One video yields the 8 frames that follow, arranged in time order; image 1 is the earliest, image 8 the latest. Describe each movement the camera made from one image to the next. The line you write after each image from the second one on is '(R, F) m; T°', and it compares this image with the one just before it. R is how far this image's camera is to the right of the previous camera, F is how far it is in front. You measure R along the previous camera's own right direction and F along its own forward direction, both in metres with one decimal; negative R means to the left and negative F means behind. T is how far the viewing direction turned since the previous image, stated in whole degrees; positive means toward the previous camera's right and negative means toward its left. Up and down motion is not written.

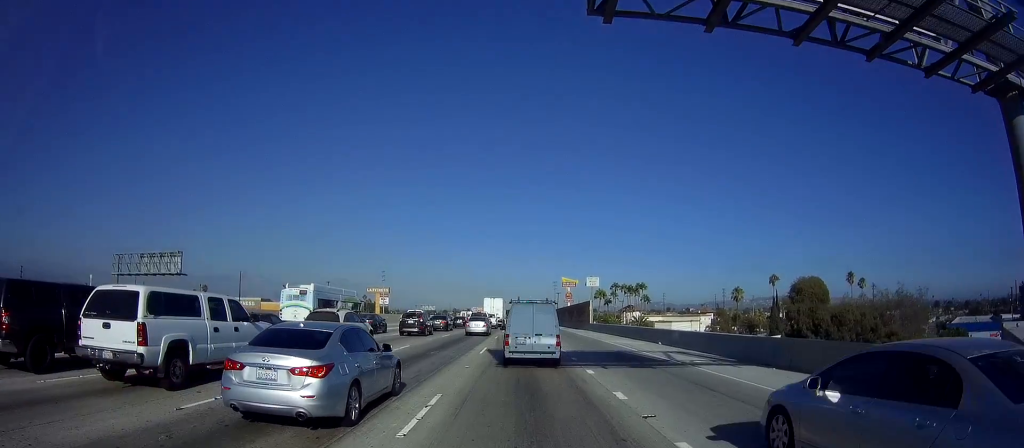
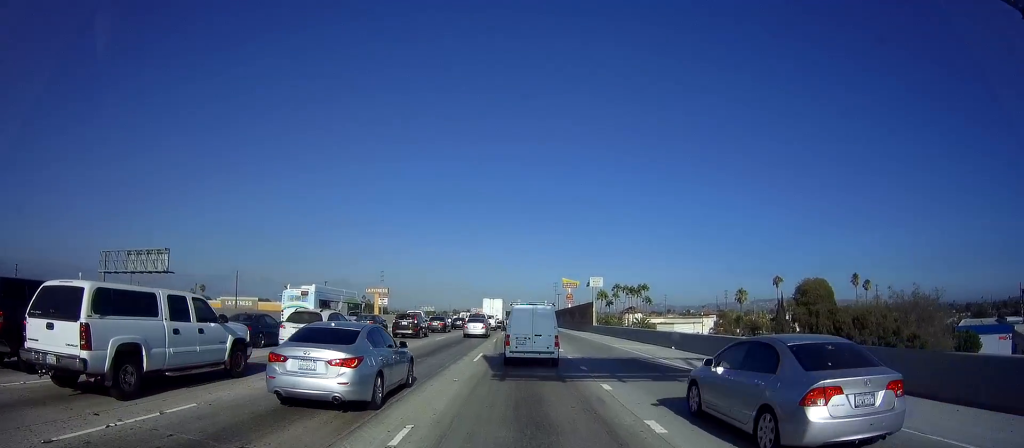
(0.0, +3.0) m; +1°
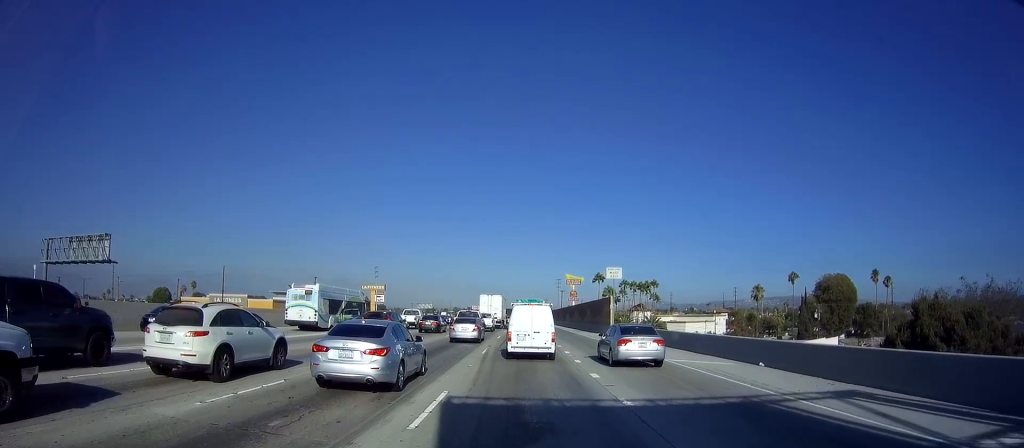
(-0.1, +11.7) m; 0°
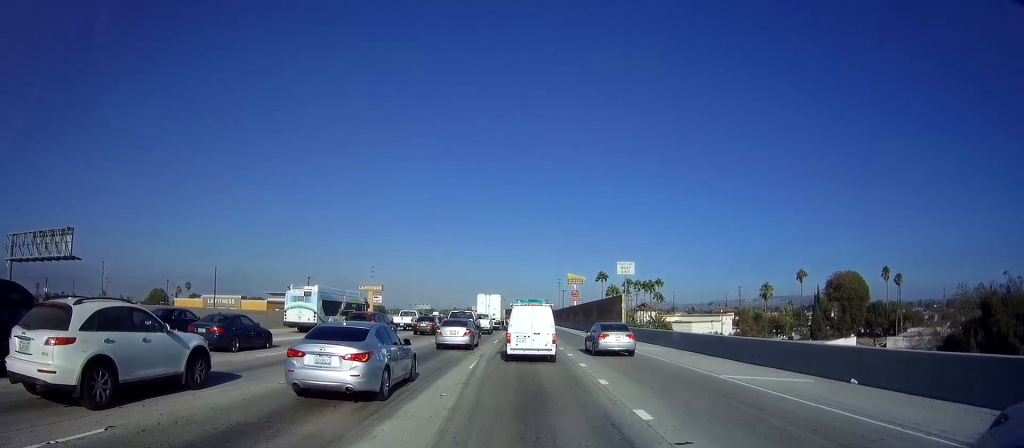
(+0.1, +5.6) m; 0°
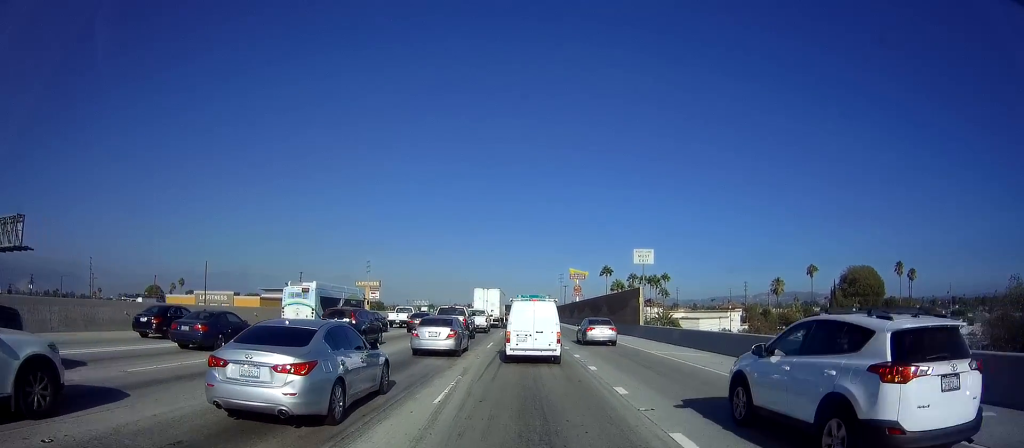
(-0.1, +5.8) m; 0°
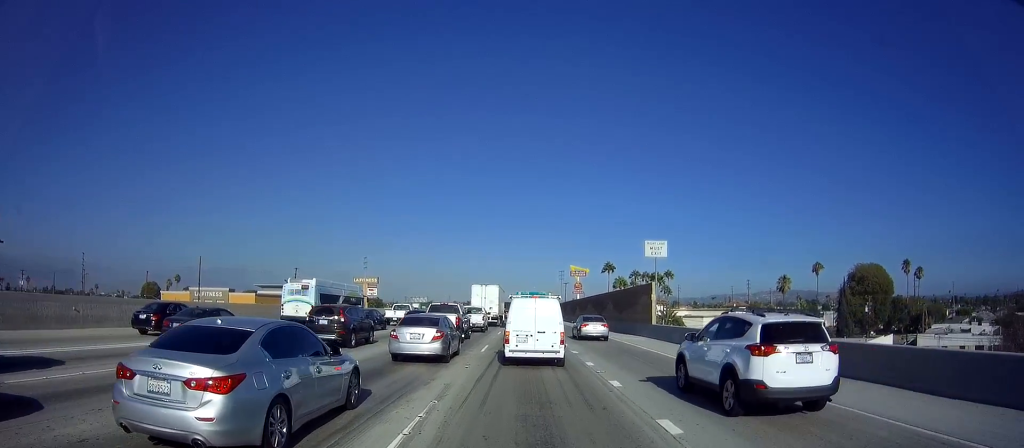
(-0.1, +3.1) m; 0°
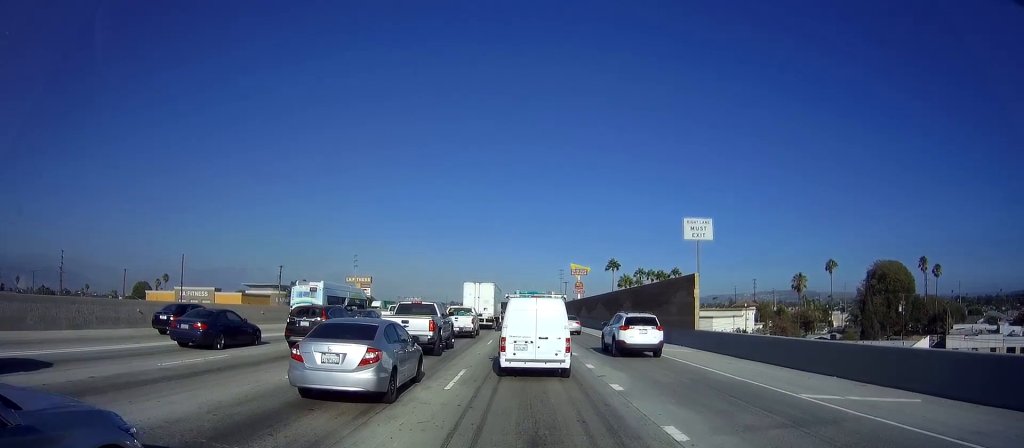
(+0.1, +7.9) m; -2°
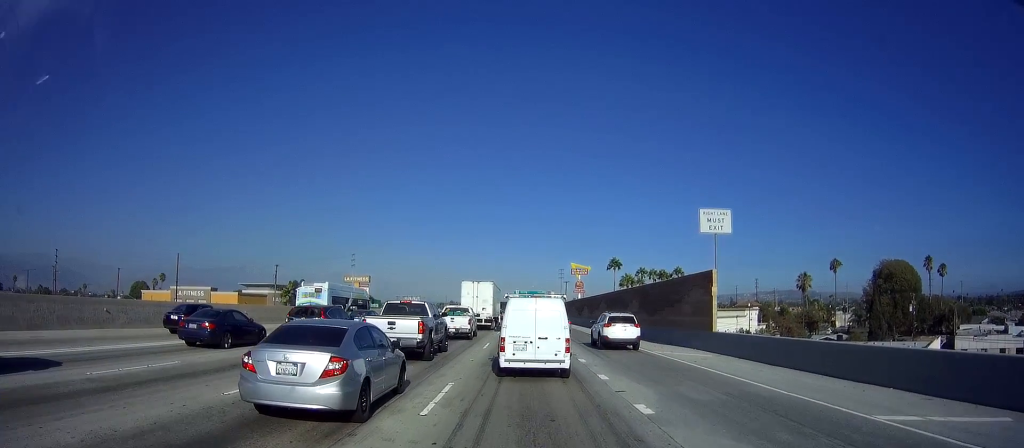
(0.0, +2.5) m; 0°
